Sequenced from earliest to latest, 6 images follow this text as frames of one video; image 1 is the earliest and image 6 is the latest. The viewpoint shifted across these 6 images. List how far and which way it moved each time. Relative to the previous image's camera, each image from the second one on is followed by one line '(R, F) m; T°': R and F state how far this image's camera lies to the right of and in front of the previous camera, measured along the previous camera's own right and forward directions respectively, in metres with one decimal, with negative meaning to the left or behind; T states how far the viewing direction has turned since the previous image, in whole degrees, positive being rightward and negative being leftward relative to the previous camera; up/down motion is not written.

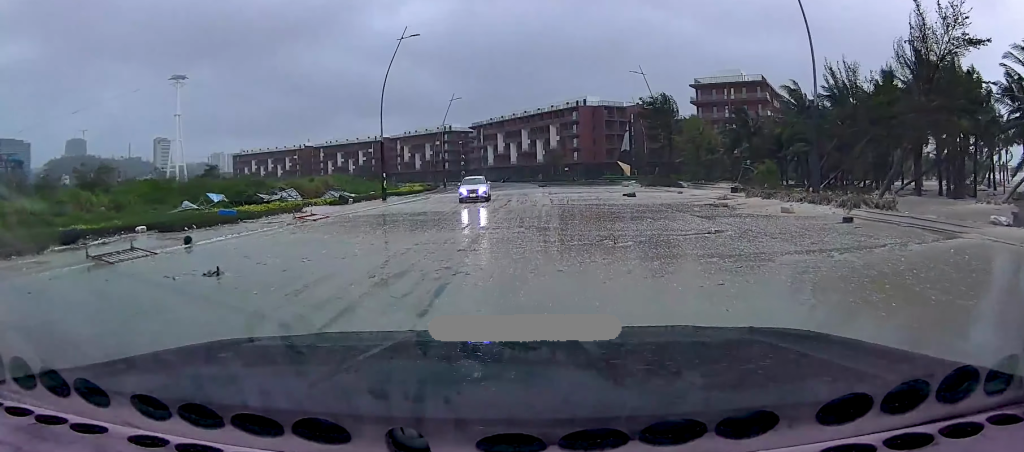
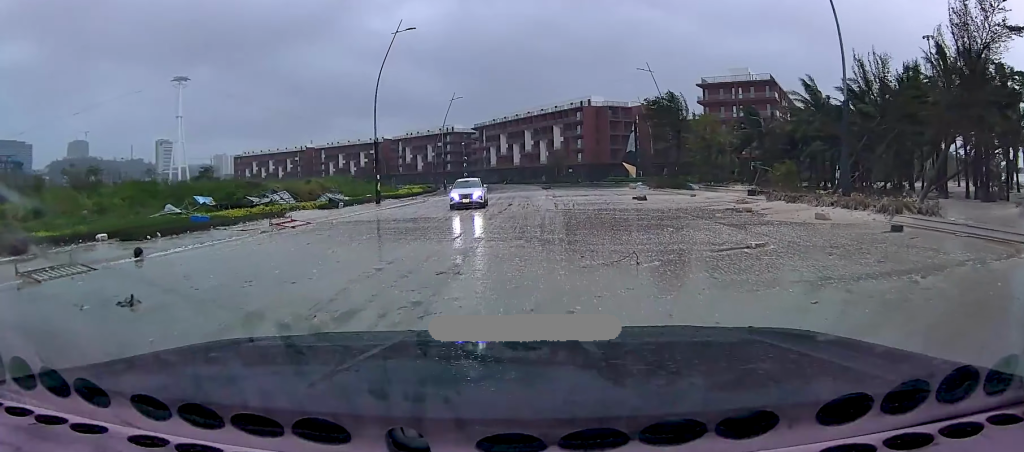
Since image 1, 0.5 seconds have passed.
(0.0, +2.8) m; -2°
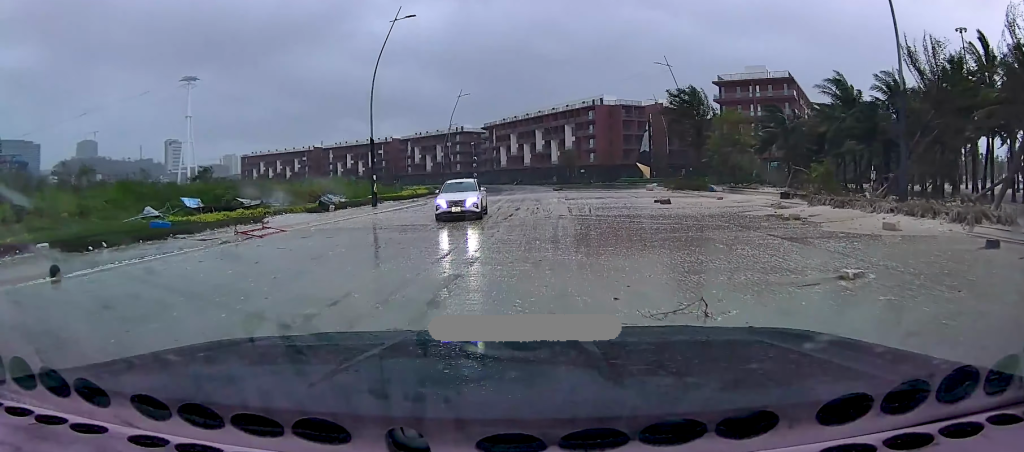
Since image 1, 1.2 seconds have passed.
(-0.1, +3.8) m; -2°
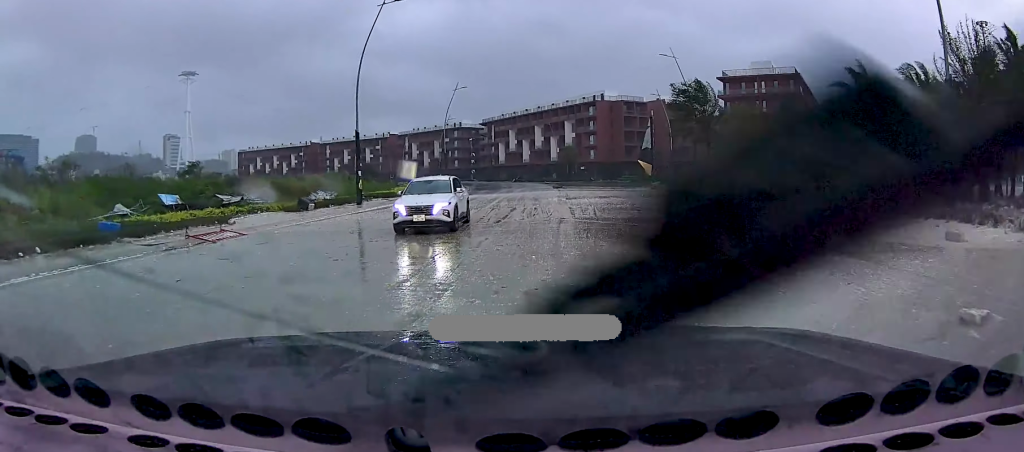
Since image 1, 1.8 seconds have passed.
(-0.3, +3.0) m; 0°
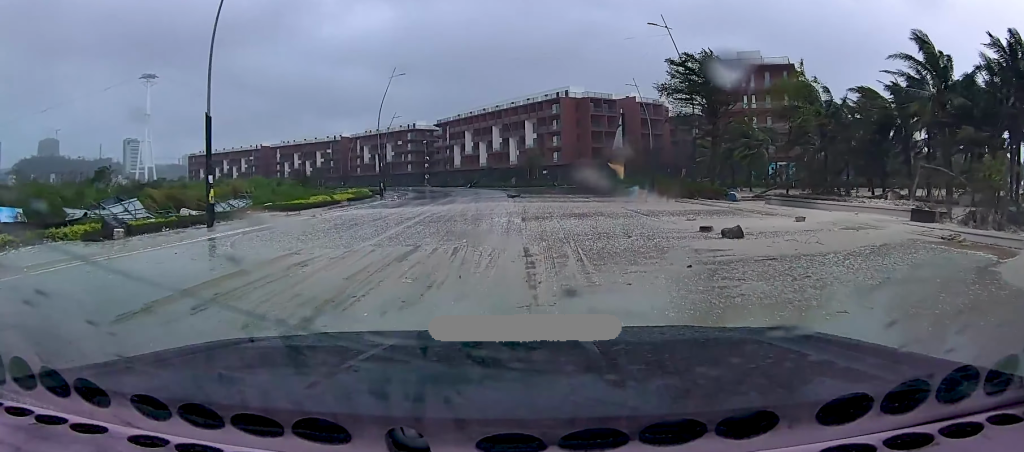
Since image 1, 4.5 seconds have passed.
(+1.4, +13.0) m; +5°
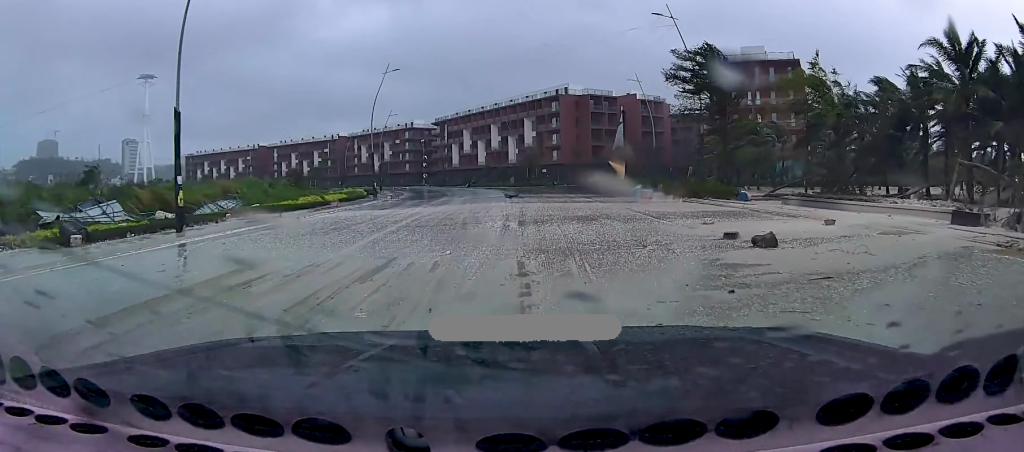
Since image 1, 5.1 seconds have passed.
(0.0, +2.3) m; -2°
